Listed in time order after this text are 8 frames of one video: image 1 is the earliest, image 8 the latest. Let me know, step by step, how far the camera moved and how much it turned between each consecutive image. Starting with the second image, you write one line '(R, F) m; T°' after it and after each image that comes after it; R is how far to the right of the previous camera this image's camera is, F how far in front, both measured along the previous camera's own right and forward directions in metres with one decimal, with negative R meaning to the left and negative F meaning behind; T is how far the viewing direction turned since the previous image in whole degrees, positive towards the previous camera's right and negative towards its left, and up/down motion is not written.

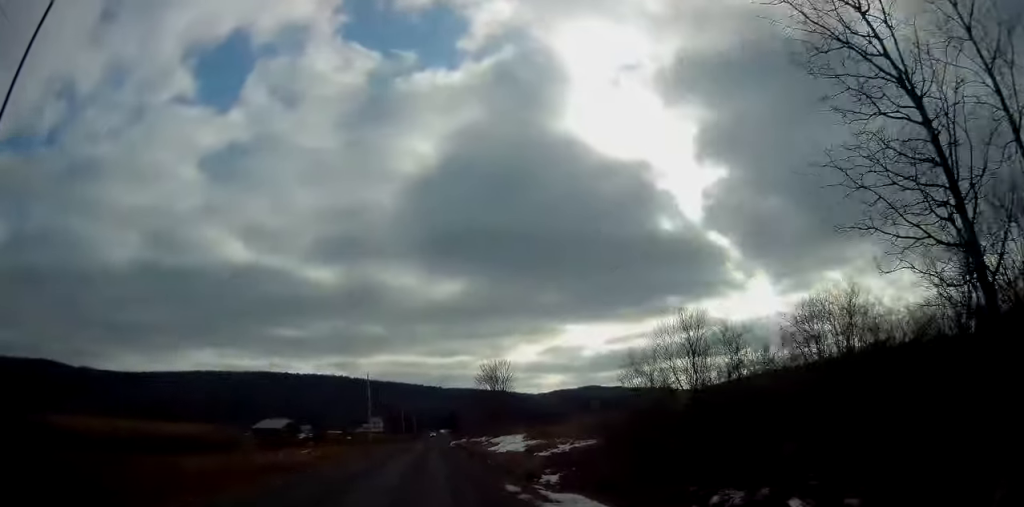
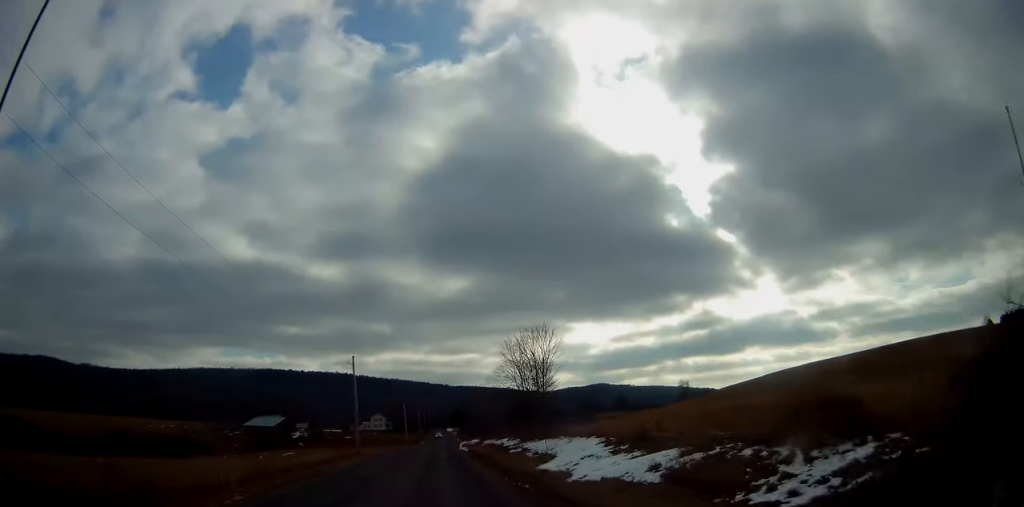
(-0.4, +19.3) m; -2°
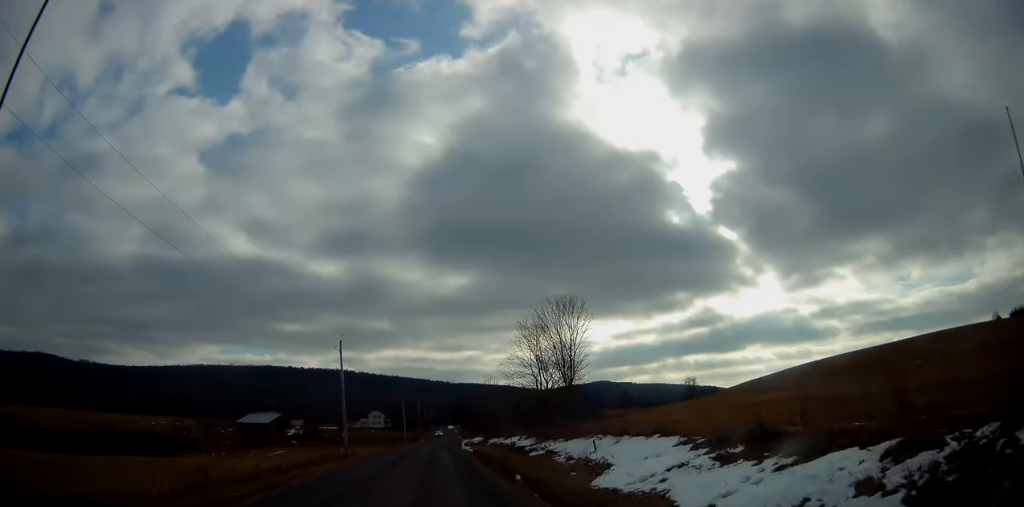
(0.0, +8.4) m; 0°
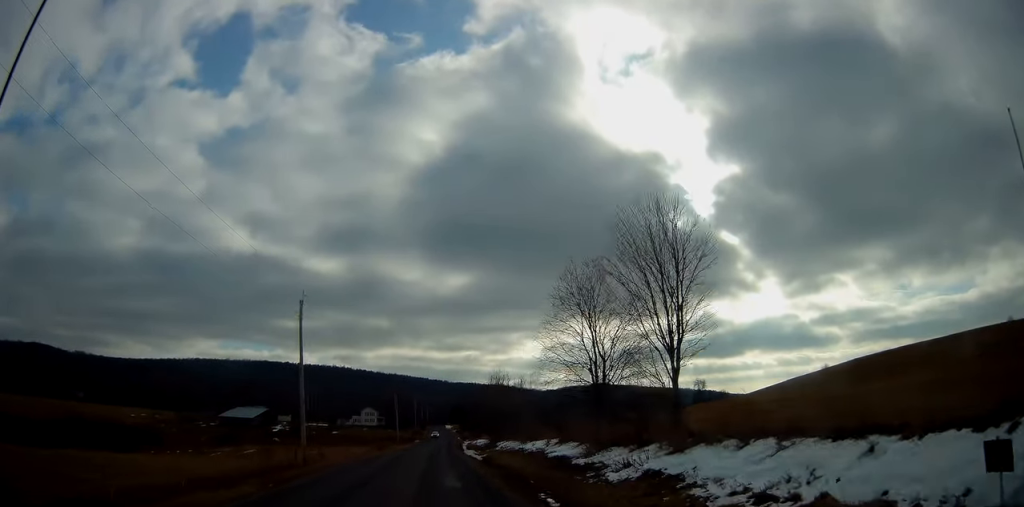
(+0.1, +15.4) m; 0°
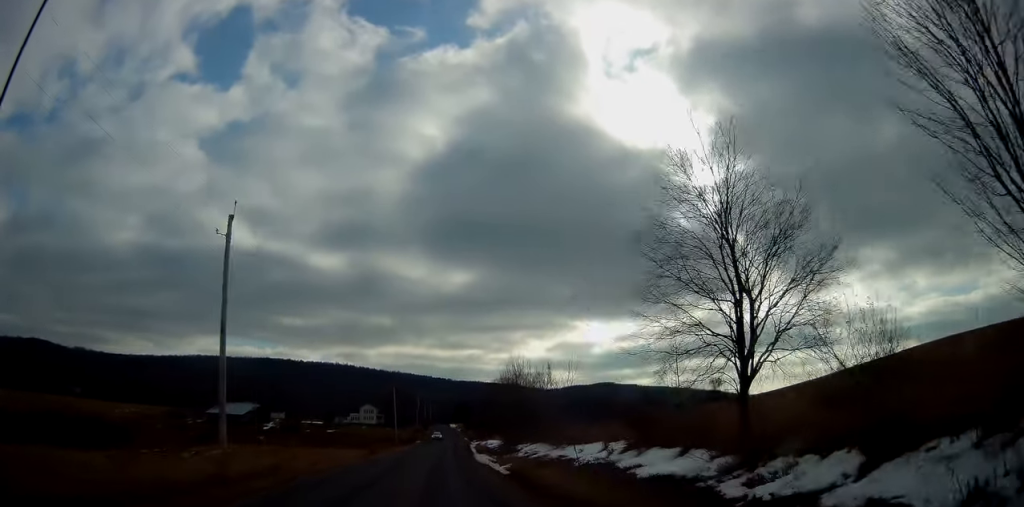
(0.0, +14.6) m; 0°
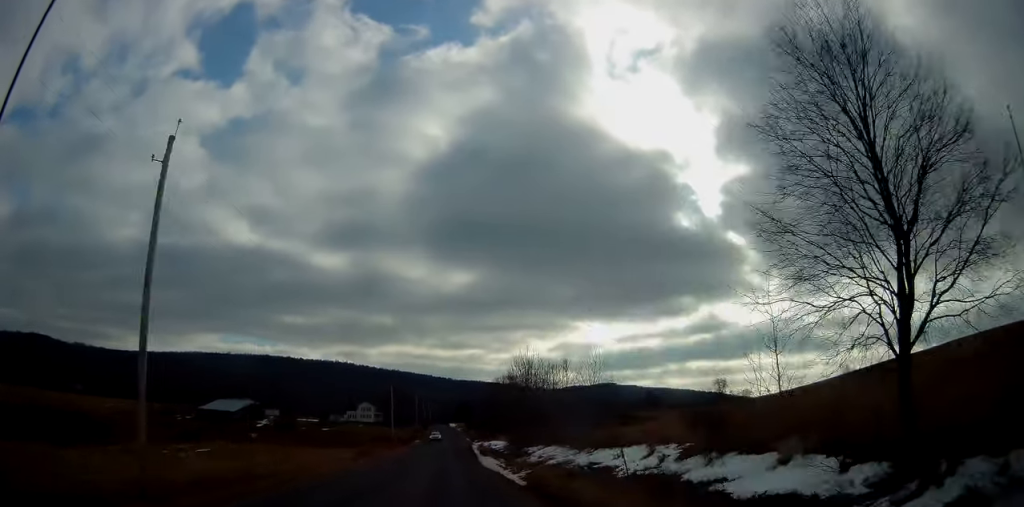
(0.0, +6.6) m; 0°
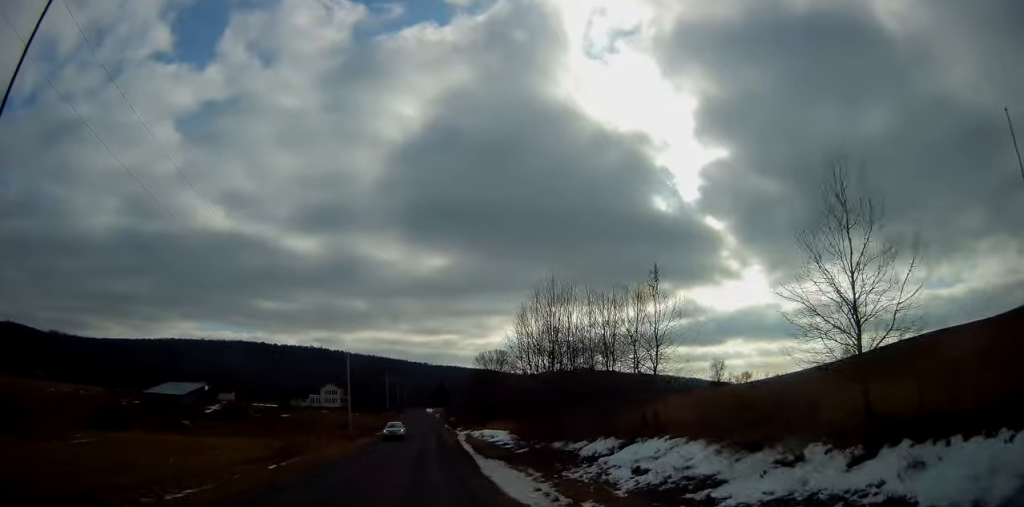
(+0.4, +23.8) m; +1°
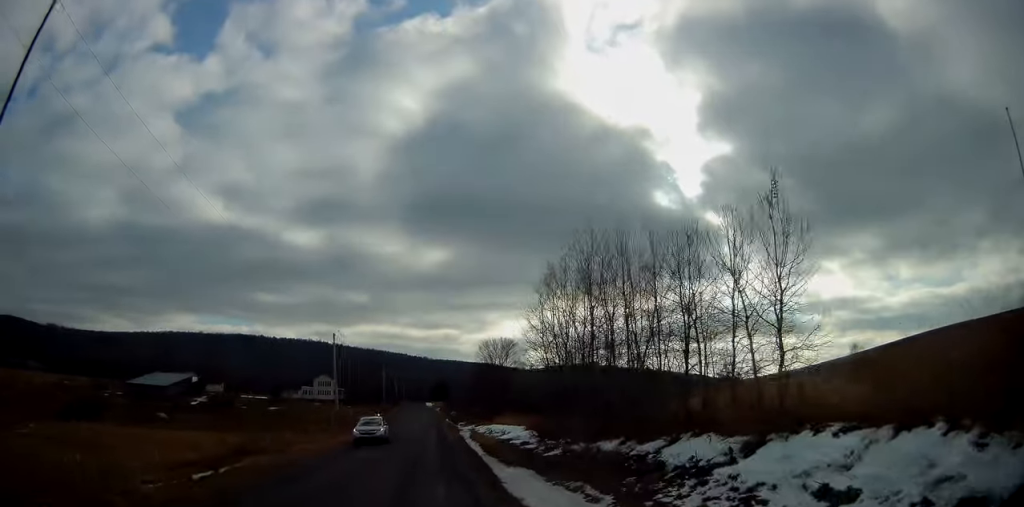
(0.0, +9.6) m; 0°
